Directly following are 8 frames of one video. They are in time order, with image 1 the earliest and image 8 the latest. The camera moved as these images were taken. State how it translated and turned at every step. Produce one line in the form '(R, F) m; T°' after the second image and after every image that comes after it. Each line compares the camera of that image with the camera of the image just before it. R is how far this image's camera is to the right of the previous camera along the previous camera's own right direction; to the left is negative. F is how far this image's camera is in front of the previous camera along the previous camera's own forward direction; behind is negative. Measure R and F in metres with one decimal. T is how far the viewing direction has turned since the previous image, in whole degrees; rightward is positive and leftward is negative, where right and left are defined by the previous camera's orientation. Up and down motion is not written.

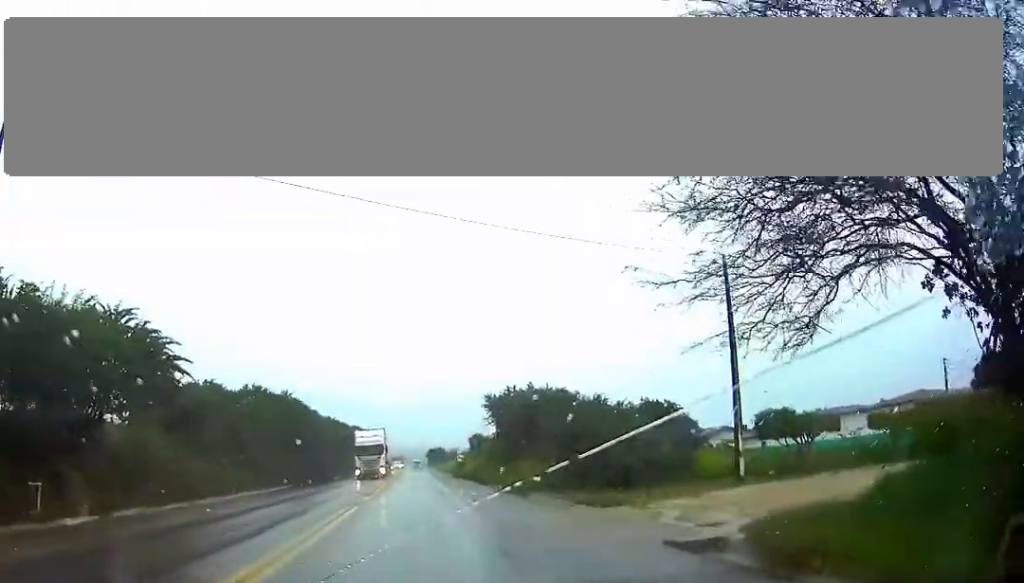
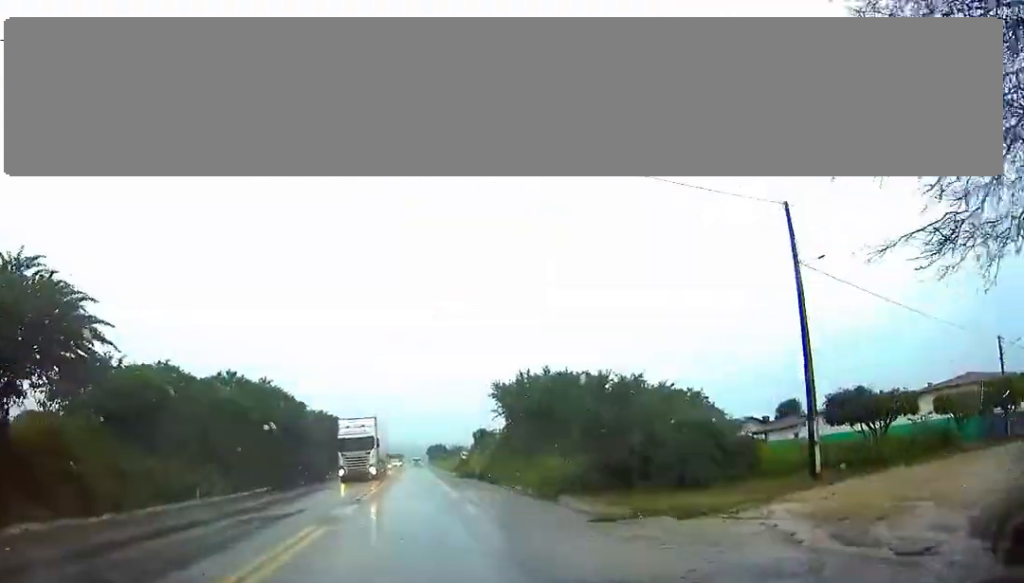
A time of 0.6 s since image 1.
(0.0, +7.4) m; 0°
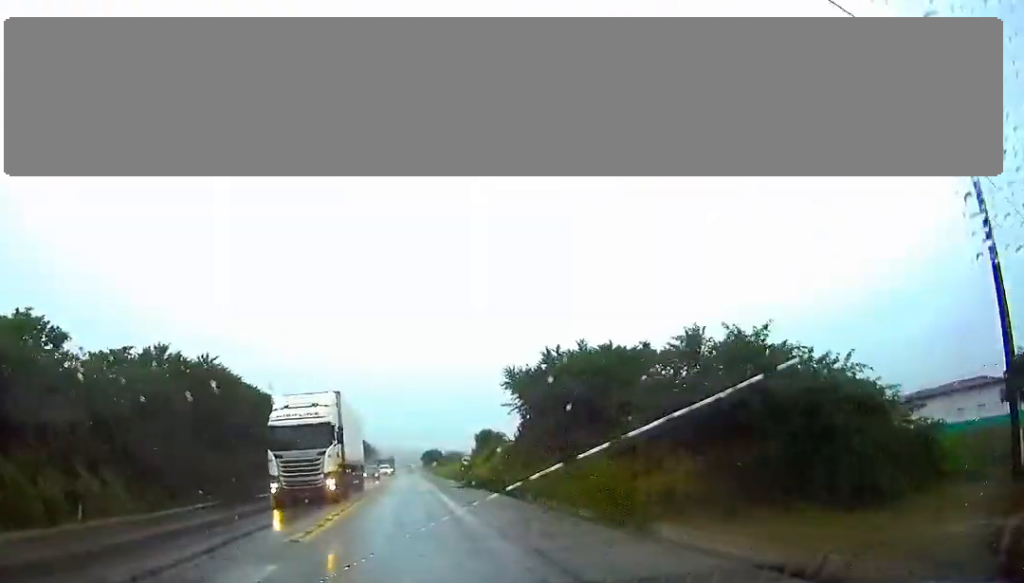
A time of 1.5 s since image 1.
(0.0, +12.3) m; +1°
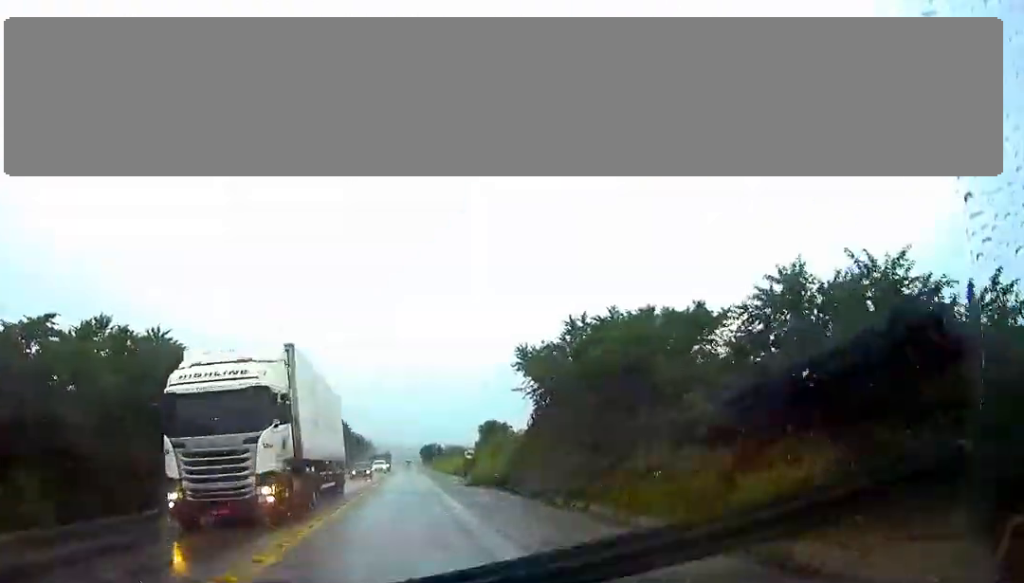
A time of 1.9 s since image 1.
(0.0, +6.6) m; 0°
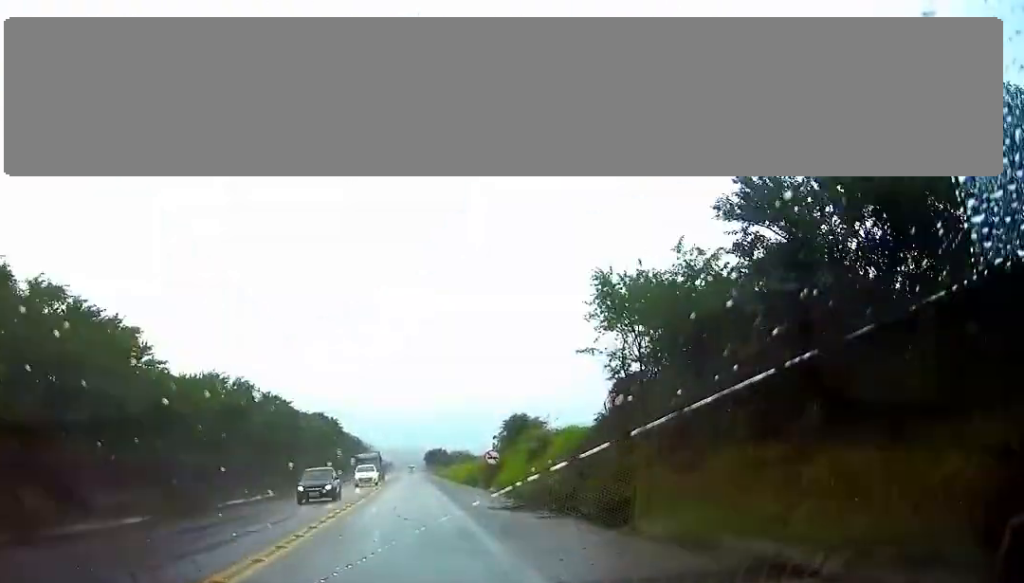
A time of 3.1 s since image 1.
(0.0, +17.1) m; 0°
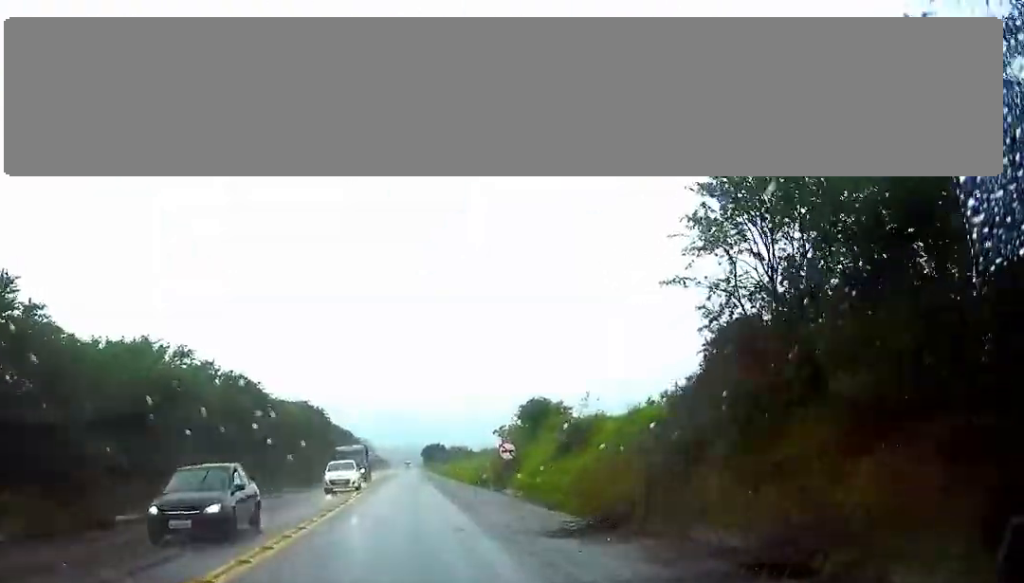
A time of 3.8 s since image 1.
(-0.1, +10.1) m; 0°
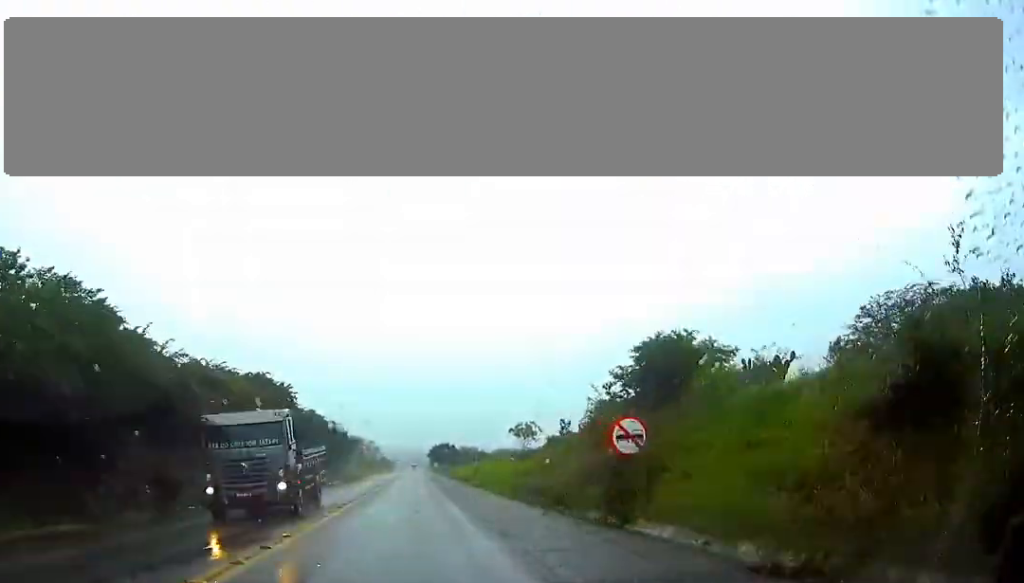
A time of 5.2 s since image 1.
(+0.2, +23.2) m; 0°
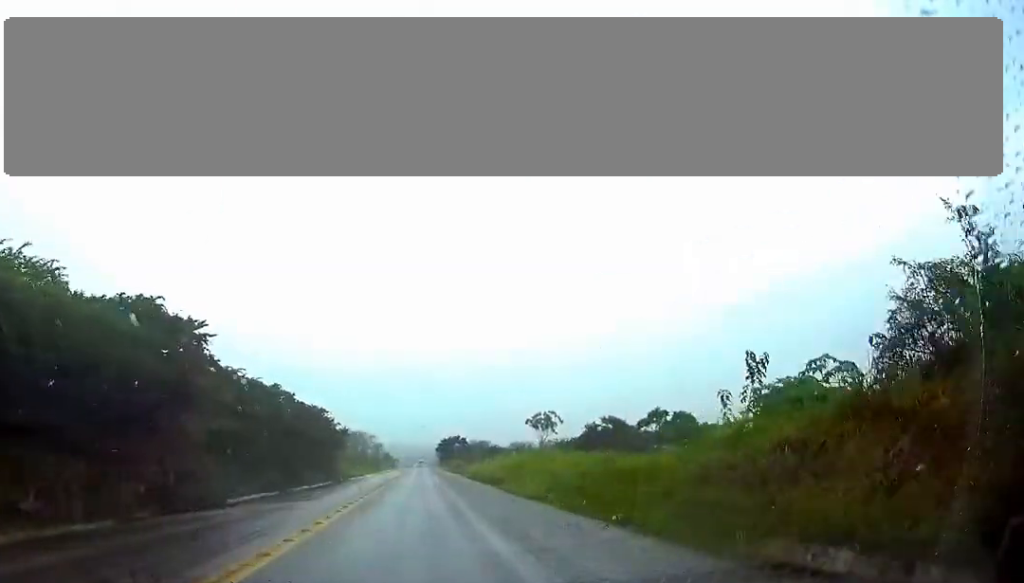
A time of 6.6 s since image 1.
(-0.2, +22.8) m; 0°
